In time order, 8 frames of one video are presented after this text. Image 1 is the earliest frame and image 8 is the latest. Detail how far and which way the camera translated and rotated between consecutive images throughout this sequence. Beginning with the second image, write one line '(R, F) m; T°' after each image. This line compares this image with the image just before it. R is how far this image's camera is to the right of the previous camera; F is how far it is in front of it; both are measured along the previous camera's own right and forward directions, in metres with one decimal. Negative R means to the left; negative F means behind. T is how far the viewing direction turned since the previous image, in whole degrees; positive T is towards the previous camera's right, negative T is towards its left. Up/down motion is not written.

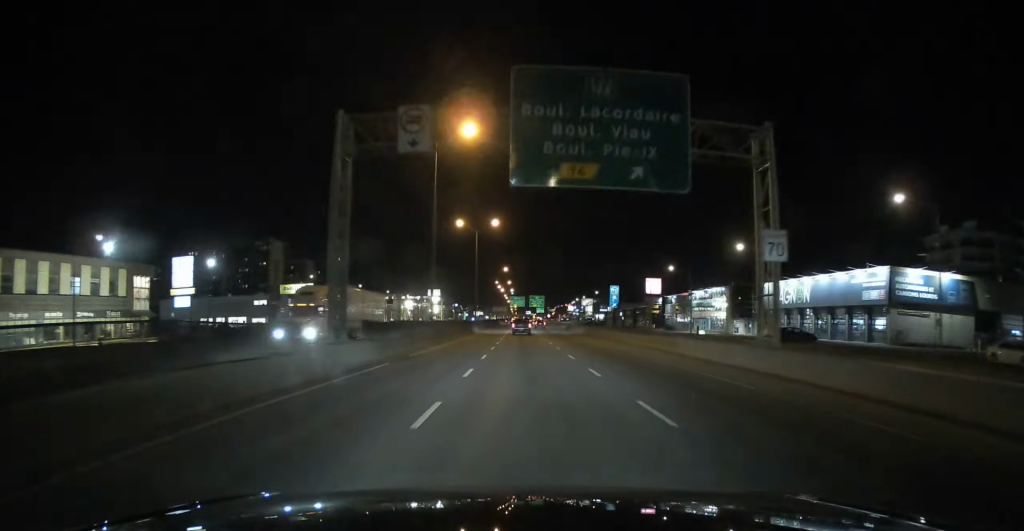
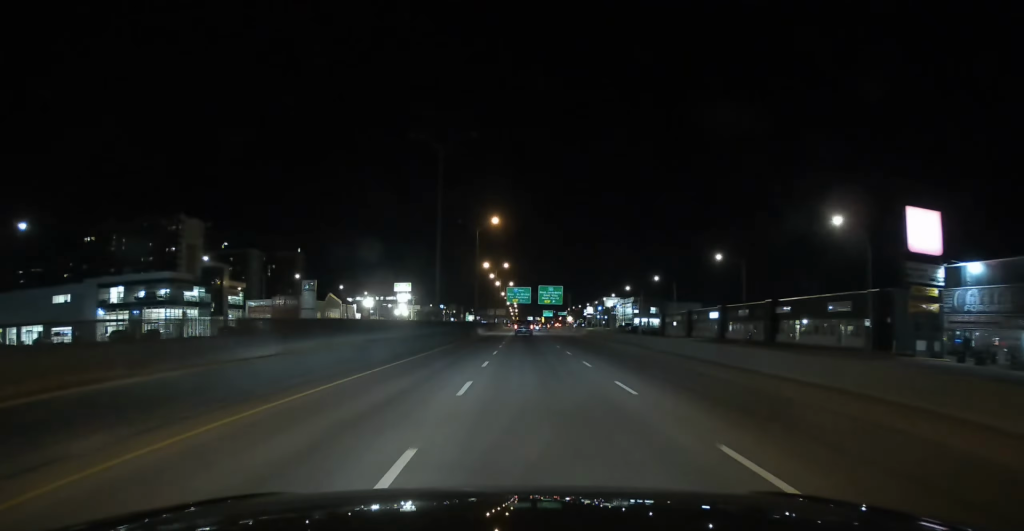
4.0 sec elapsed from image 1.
(-0.1, +86.5) m; 0°
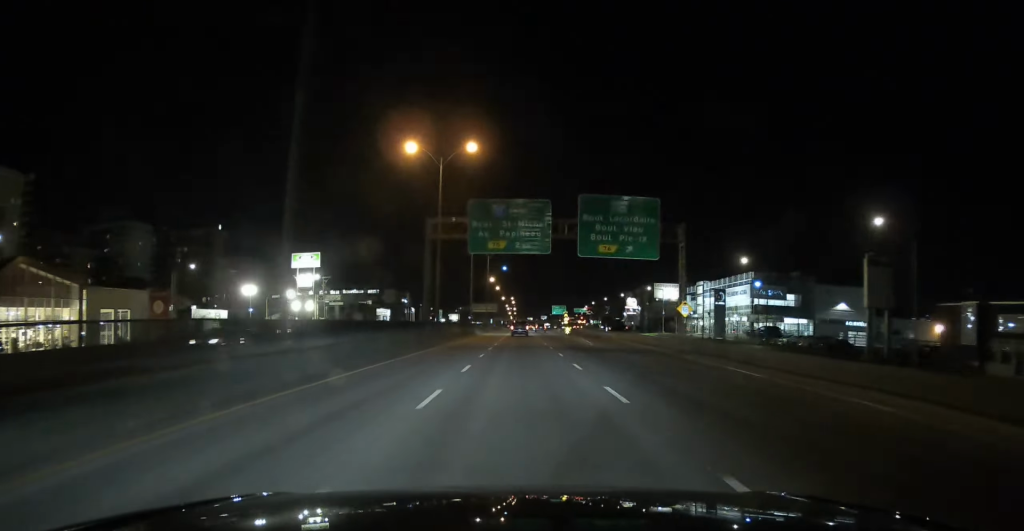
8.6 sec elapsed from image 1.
(+0.1, +89.1) m; 0°
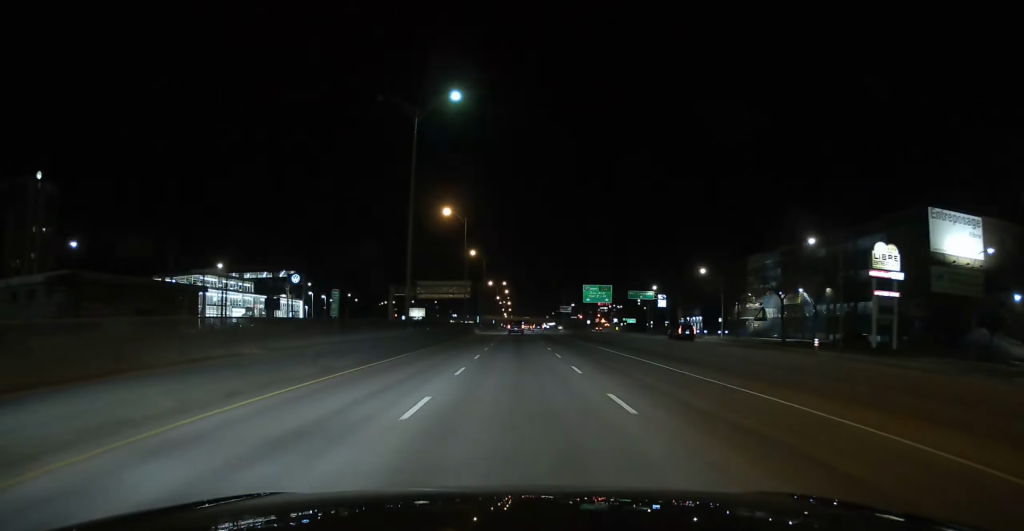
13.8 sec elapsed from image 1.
(+0.2, +112.9) m; 0°
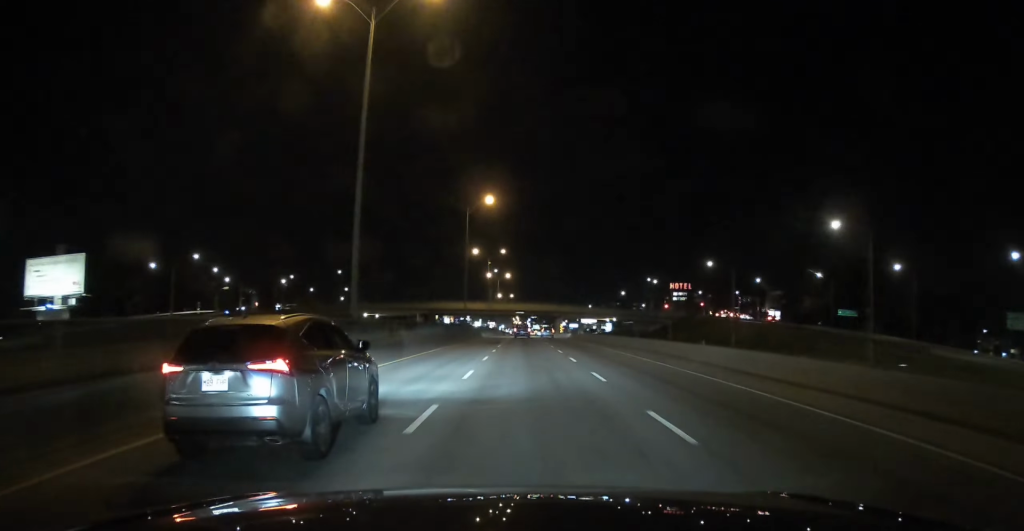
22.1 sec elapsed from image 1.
(-0.2, +290.3) m; 0°
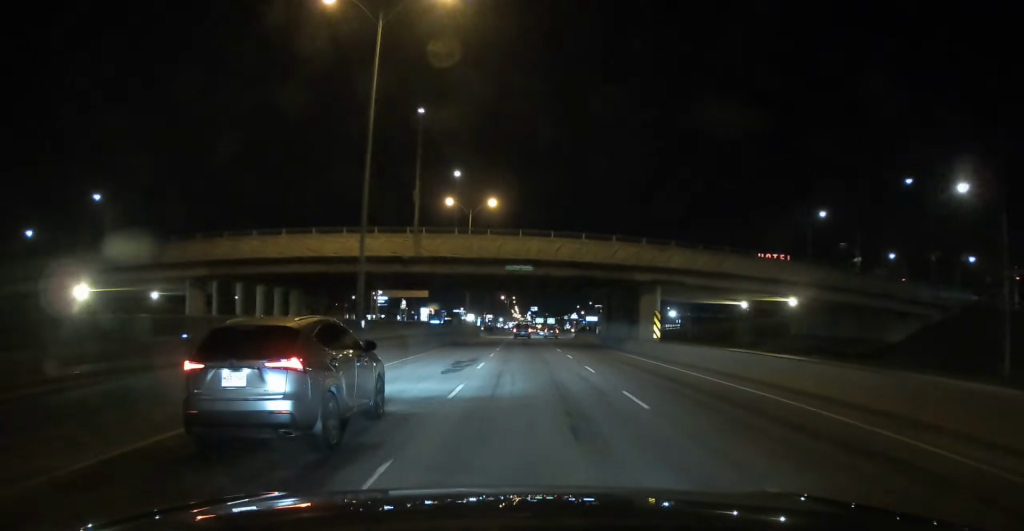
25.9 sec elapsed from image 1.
(+0.1, +126.4) m; 0°
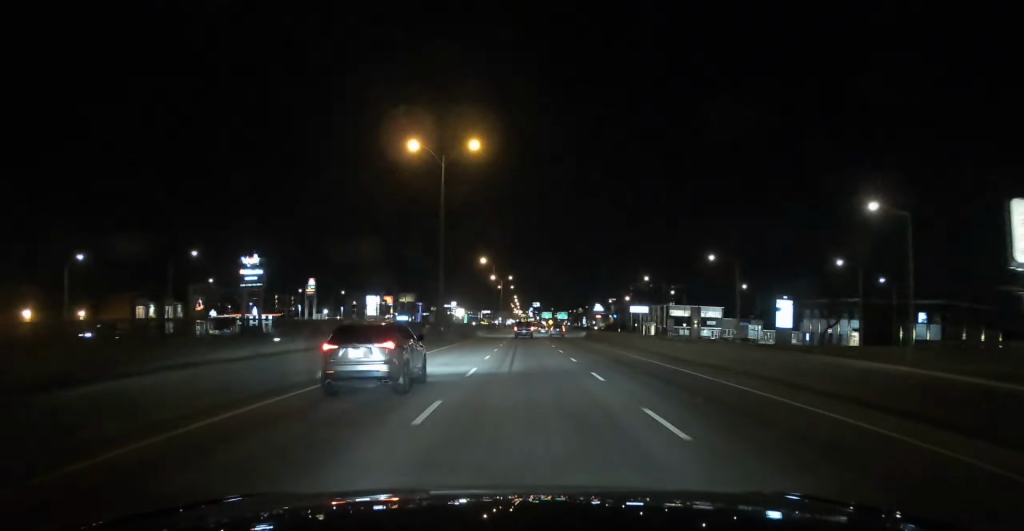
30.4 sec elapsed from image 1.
(-0.1, +129.0) m; 0°
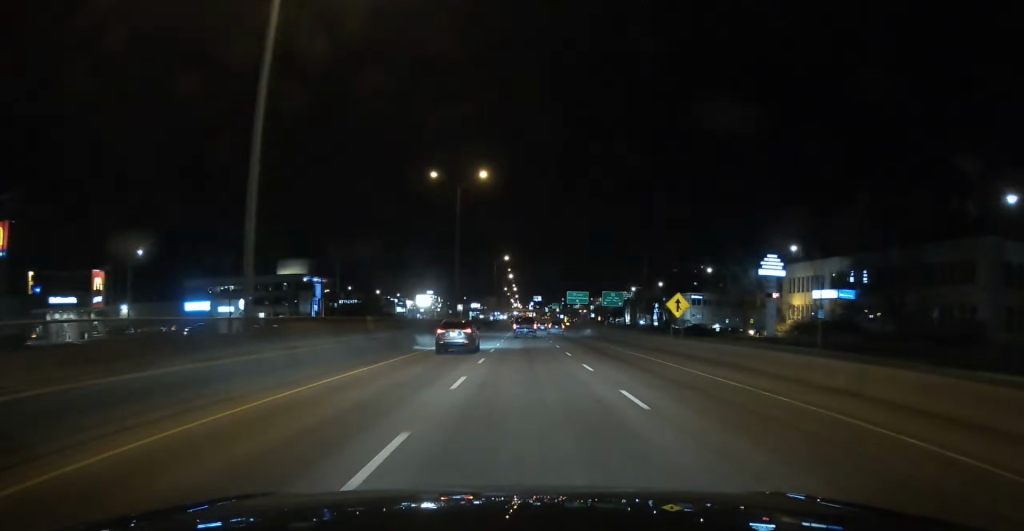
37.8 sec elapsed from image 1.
(+0.4, +192.9) m; 0°
